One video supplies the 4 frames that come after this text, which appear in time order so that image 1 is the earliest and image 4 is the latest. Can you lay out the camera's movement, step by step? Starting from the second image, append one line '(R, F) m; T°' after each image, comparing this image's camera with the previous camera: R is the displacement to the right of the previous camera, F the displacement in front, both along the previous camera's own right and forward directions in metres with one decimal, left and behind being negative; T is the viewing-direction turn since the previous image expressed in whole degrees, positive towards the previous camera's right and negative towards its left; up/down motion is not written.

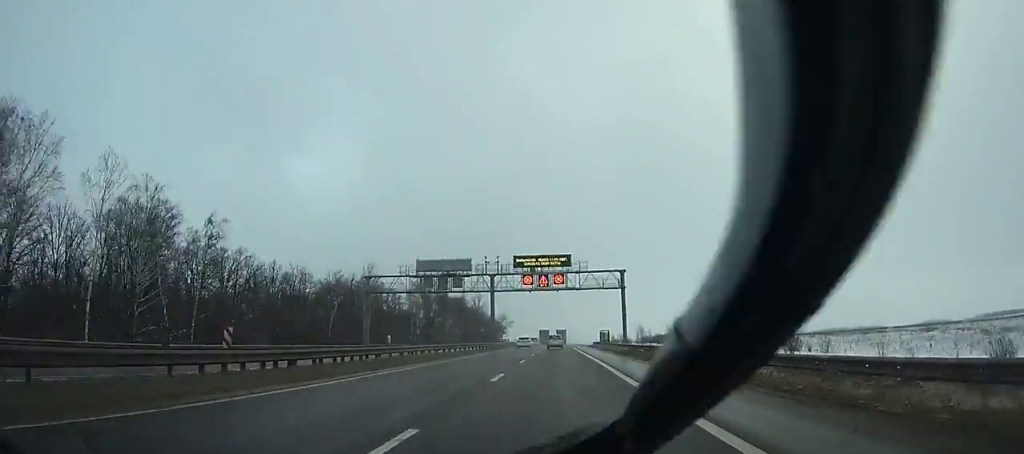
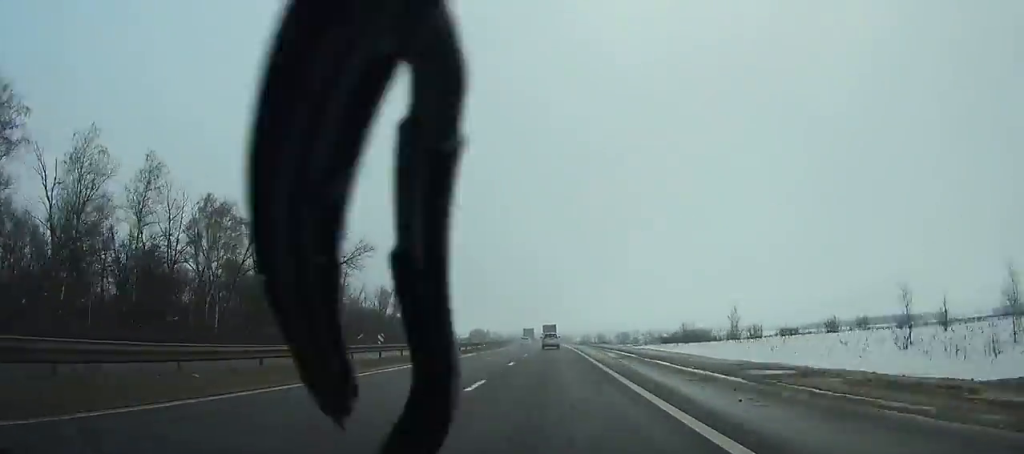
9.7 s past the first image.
(+0.9, +240.7) m; 0°
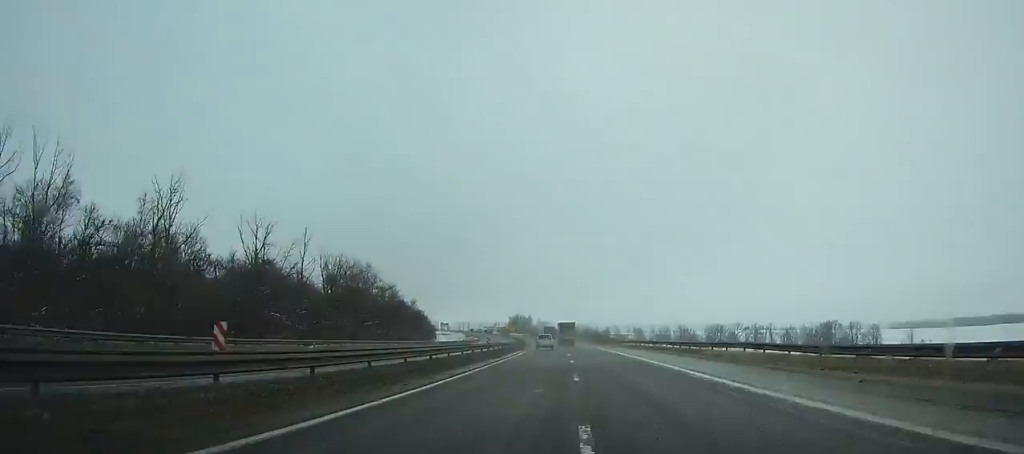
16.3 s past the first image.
(-6.4, +164.3) m; -5°
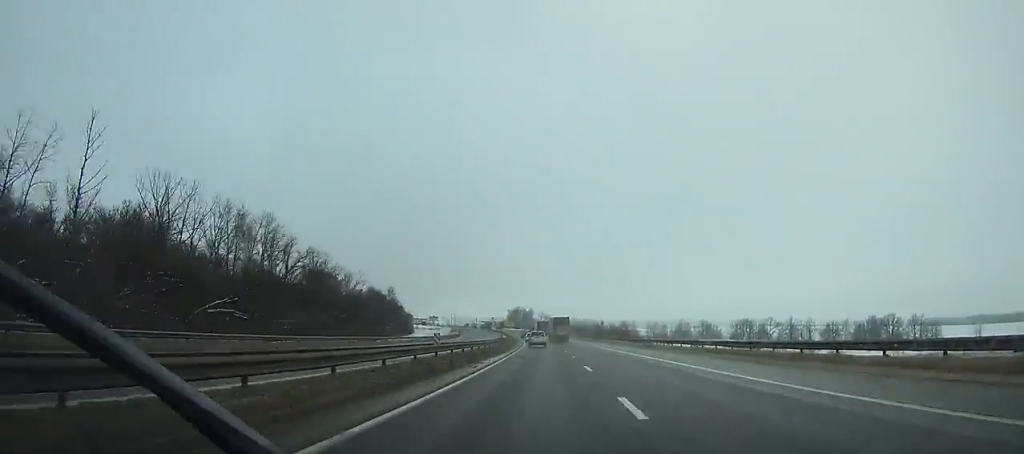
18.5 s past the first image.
(-0.7, +55.7) m; -2°
